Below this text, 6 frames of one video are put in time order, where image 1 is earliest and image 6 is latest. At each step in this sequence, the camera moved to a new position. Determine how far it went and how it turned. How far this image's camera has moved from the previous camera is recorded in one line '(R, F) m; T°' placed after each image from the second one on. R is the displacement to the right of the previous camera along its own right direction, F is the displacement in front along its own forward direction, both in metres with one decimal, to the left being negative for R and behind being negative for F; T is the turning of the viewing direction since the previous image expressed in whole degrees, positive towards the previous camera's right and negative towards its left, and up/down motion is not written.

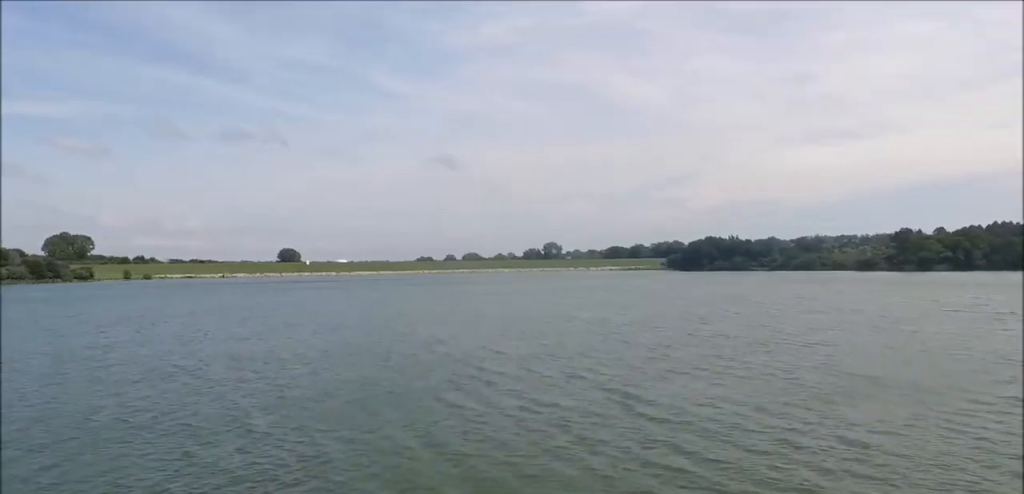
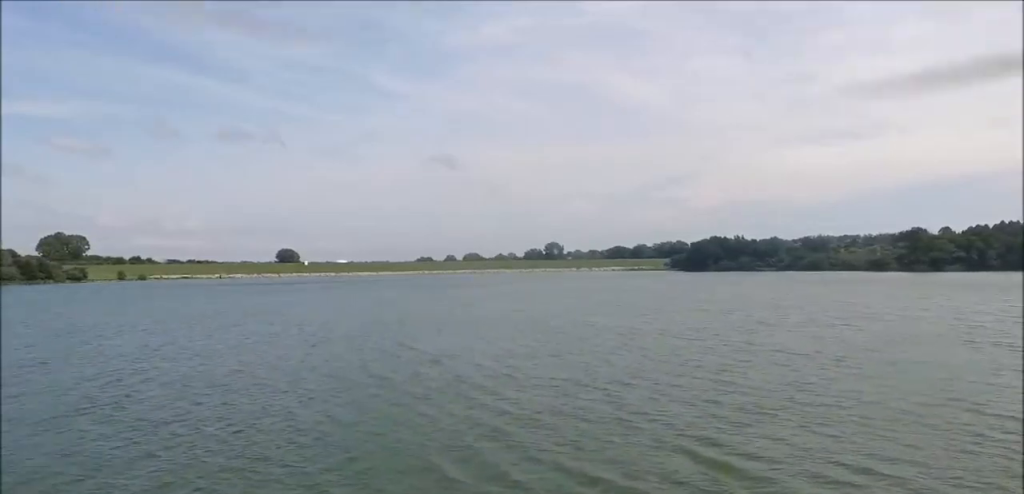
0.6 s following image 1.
(0.0, +6.1) m; 0°
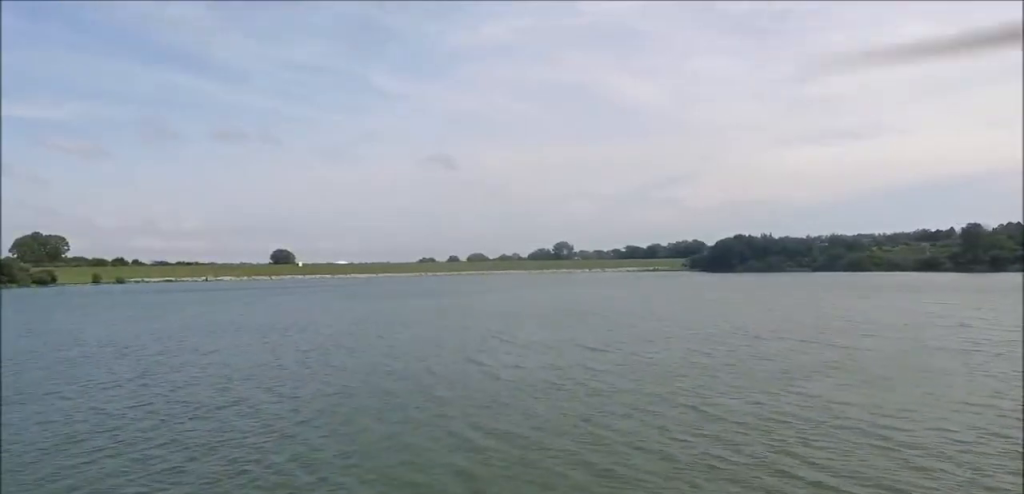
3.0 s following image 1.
(+0.4, +28.2) m; +2°
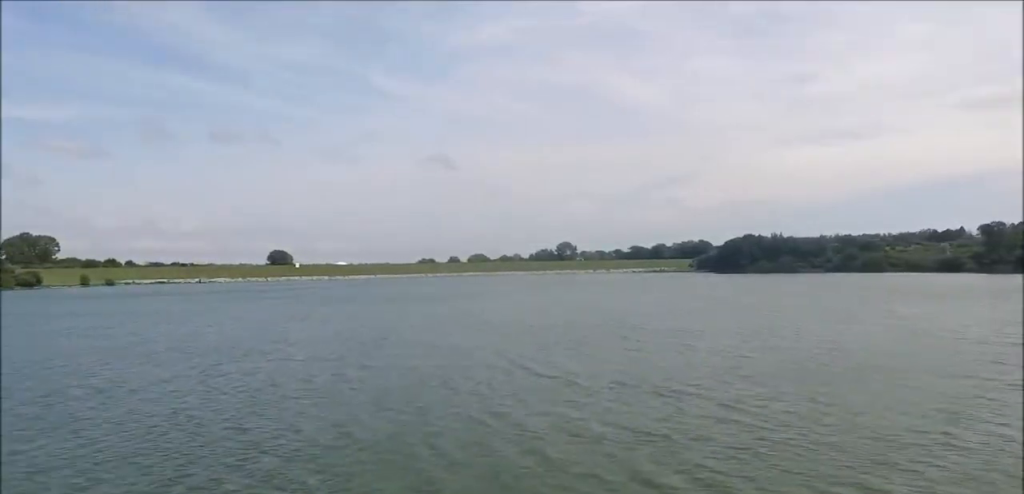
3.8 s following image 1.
(+0.1, +10.2) m; +1°
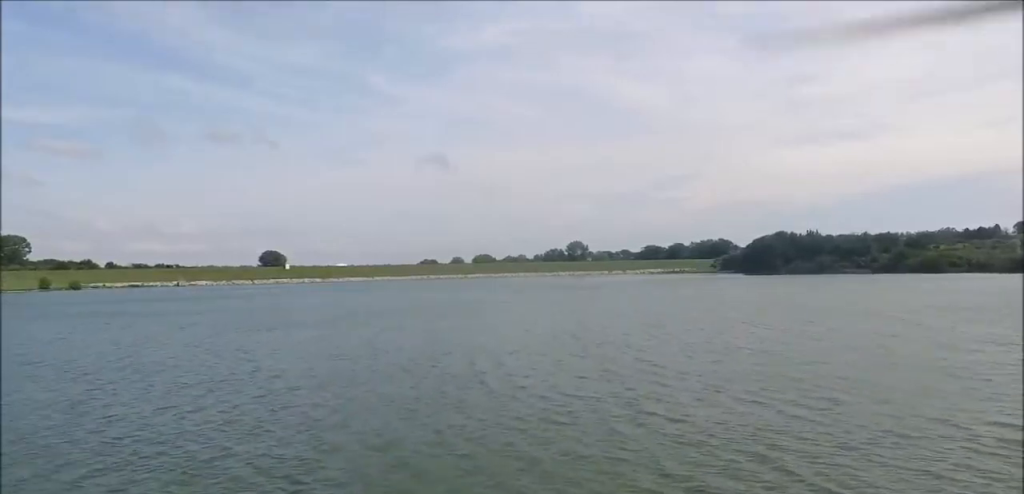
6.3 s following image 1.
(+0.2, +30.2) m; 0°
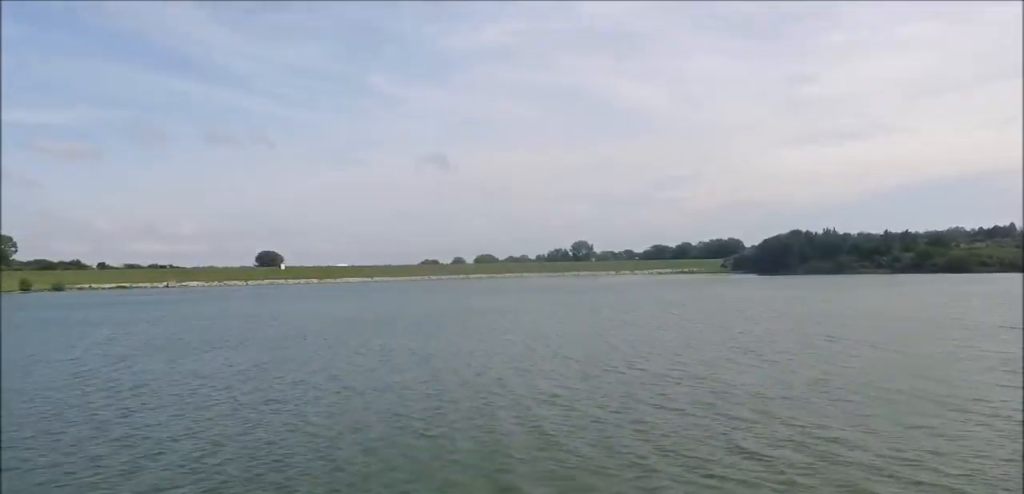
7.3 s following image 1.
(-0.1, +12.1) m; -2°
